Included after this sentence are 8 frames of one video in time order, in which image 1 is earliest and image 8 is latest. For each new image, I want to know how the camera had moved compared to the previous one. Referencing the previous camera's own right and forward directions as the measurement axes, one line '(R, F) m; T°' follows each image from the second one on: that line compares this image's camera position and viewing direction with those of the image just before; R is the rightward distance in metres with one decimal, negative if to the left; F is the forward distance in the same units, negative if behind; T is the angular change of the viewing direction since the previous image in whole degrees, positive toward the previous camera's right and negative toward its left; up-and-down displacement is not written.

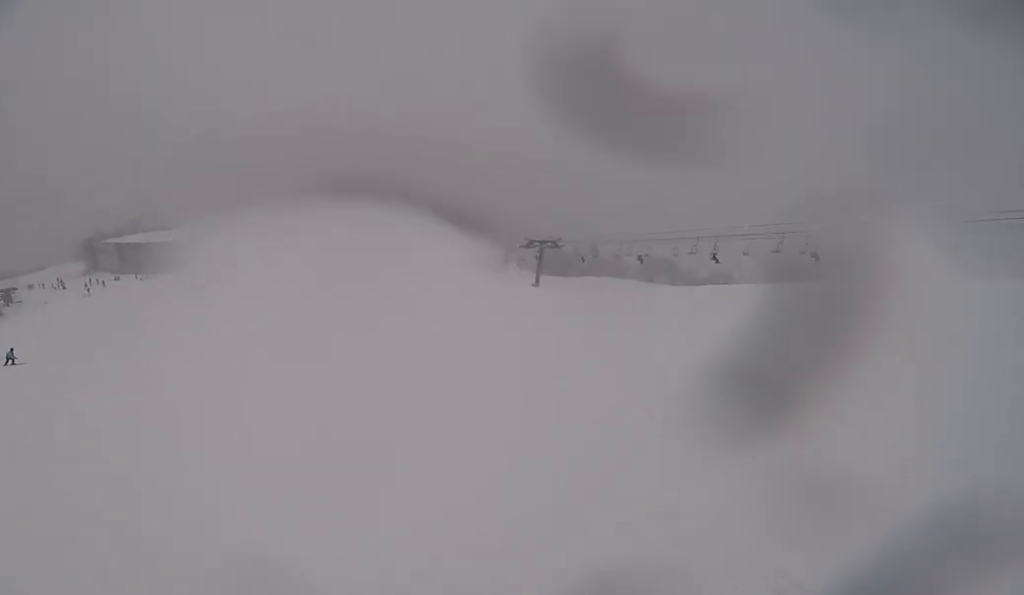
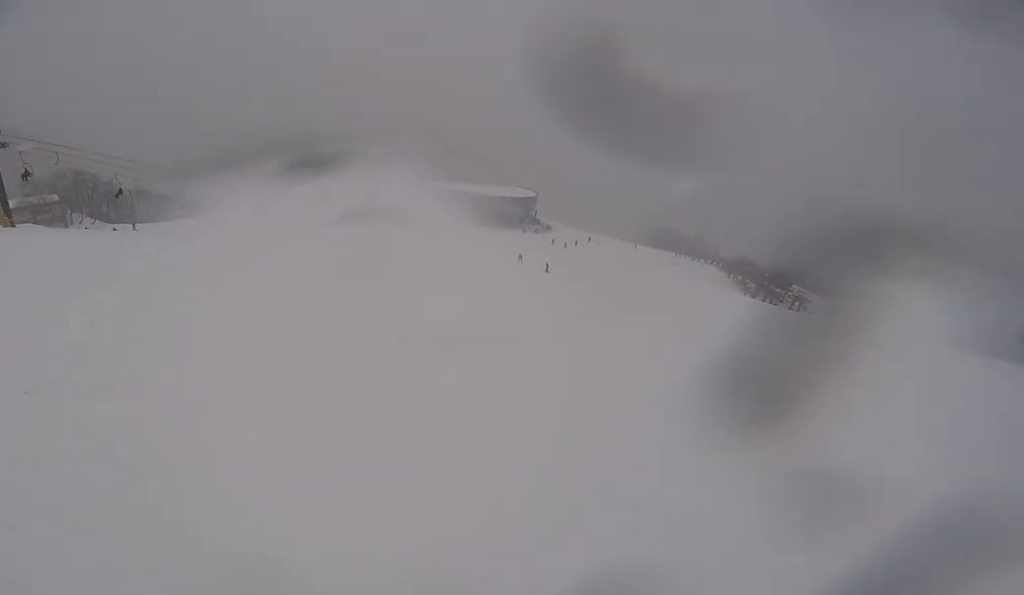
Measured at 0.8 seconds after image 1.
(-1.0, +3.9) m; -28°
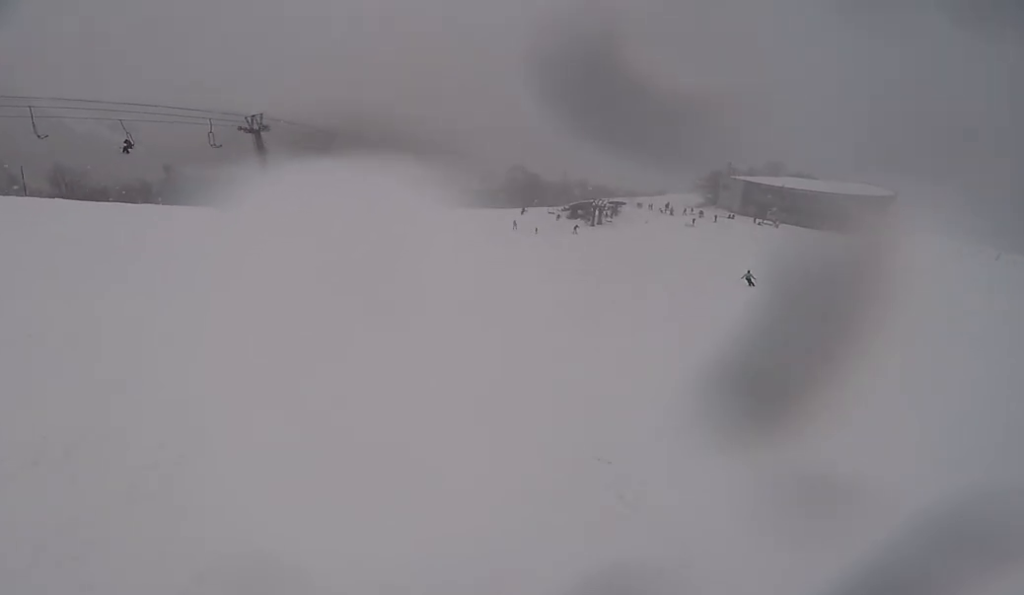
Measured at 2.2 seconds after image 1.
(-2.5, +5.7) m; -31°
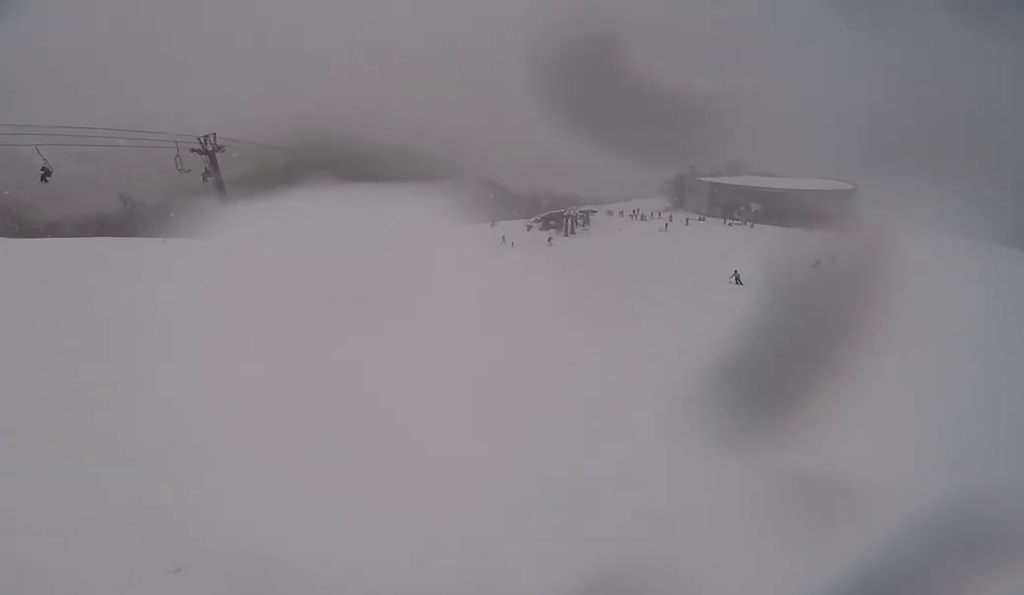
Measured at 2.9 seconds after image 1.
(0.0, +3.5) m; +10°
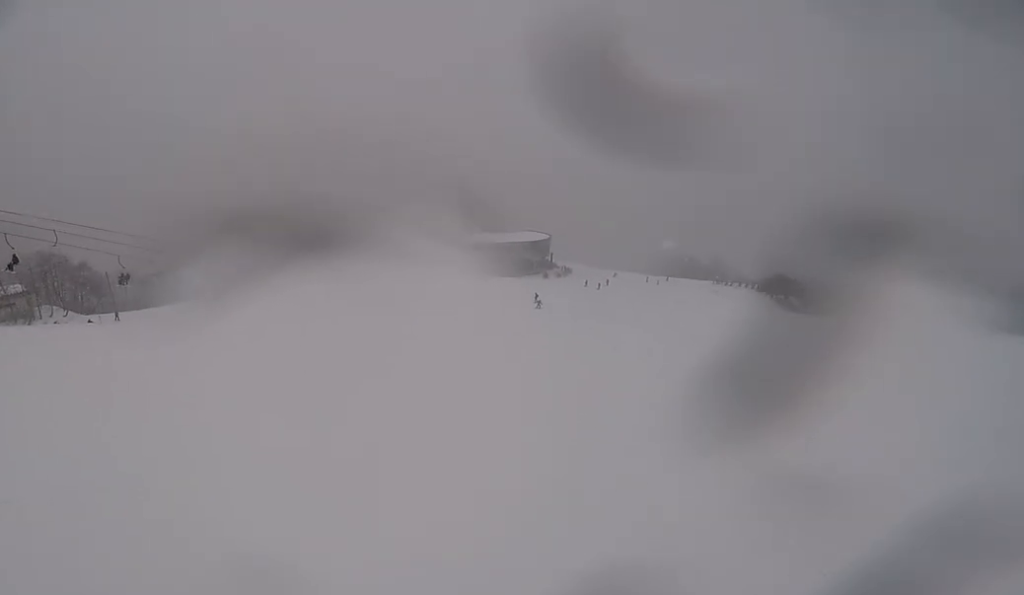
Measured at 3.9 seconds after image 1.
(+1.1, +4.5) m; +28°
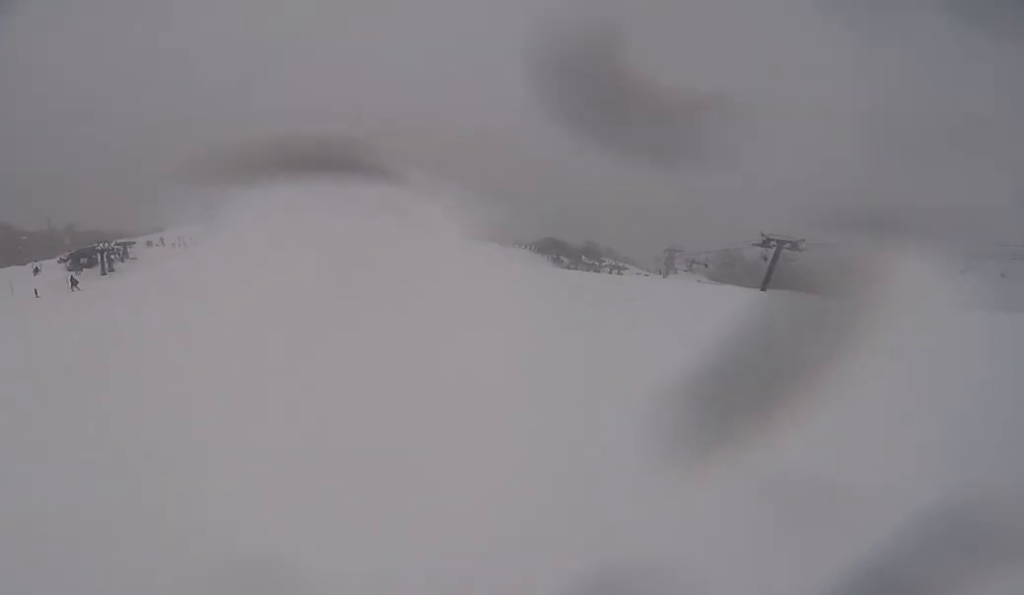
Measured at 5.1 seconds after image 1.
(+1.8, +5.6) m; +25°
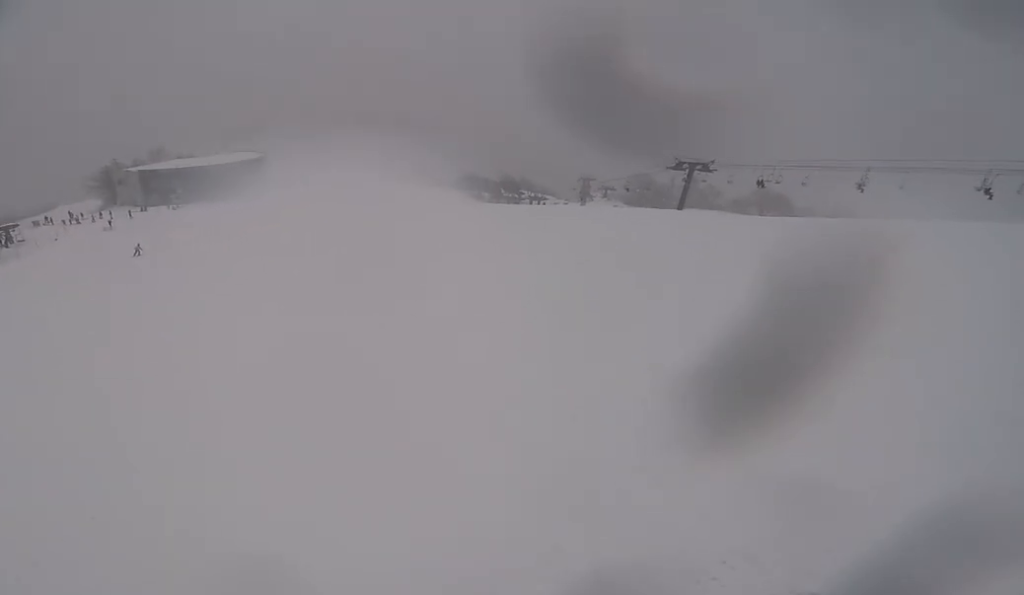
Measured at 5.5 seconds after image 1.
(+0.2, +2.6) m; +5°
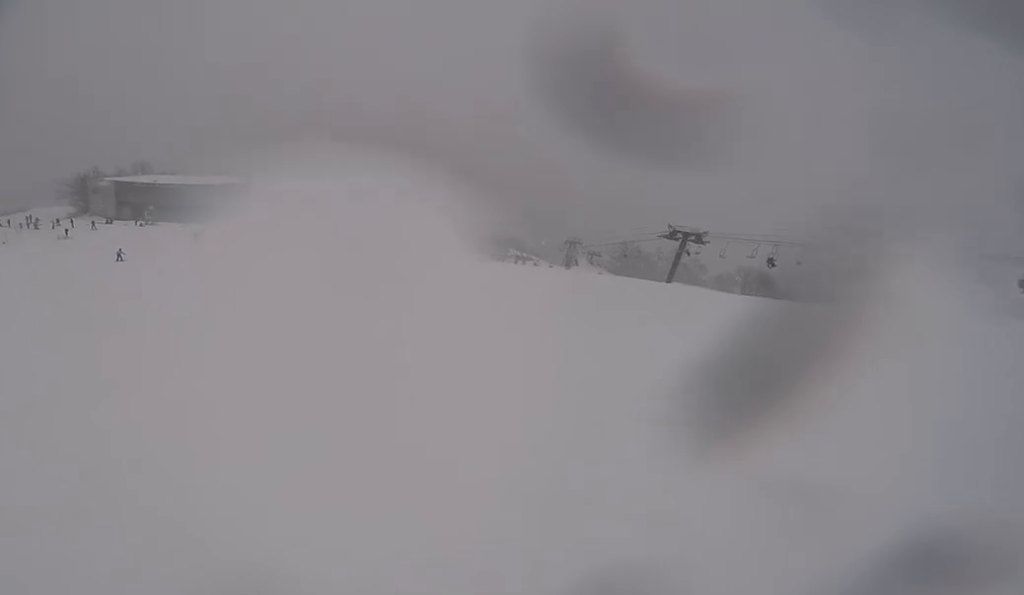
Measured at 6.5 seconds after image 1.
(0.0, +5.4) m; -12°
